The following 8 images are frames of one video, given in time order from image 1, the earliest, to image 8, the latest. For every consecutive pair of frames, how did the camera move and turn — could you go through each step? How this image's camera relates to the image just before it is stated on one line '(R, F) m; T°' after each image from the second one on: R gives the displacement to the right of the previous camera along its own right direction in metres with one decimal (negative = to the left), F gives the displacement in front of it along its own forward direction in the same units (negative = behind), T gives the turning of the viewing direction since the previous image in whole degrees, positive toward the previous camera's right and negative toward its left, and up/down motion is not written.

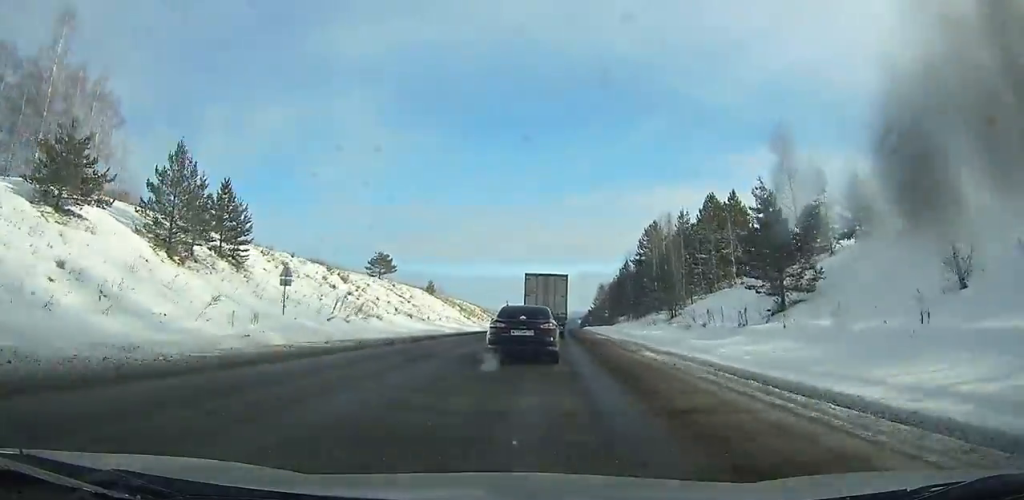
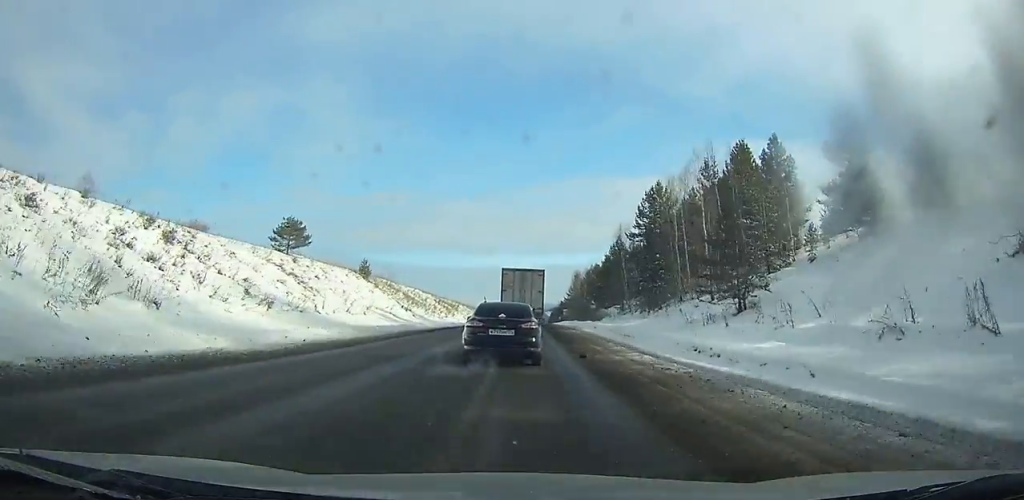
(+0.7, +23.7) m; +2°
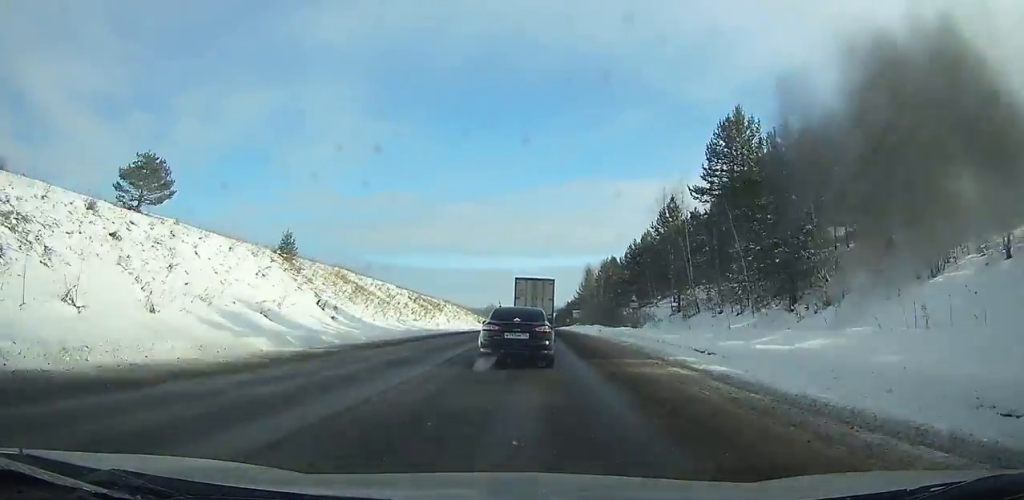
(+0.4, +28.5) m; +1°
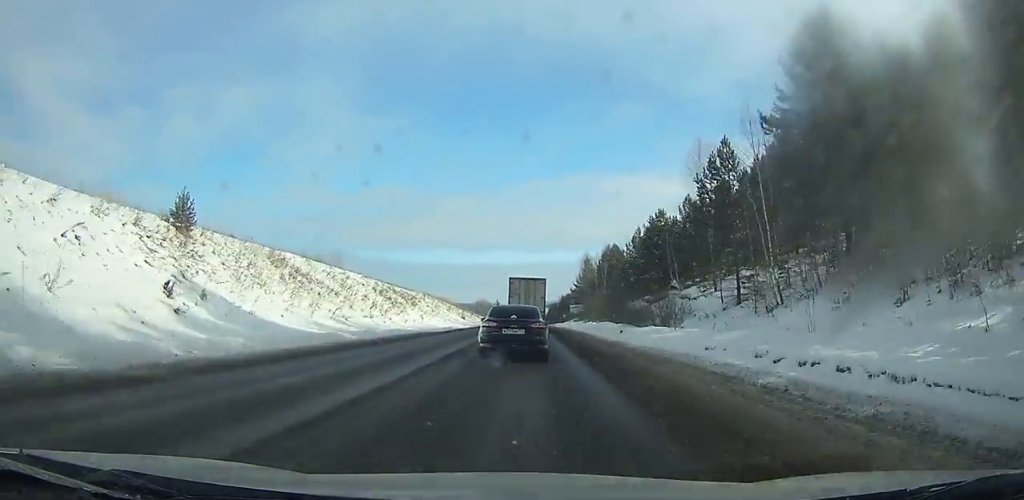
(0.0, +16.7) m; +1°
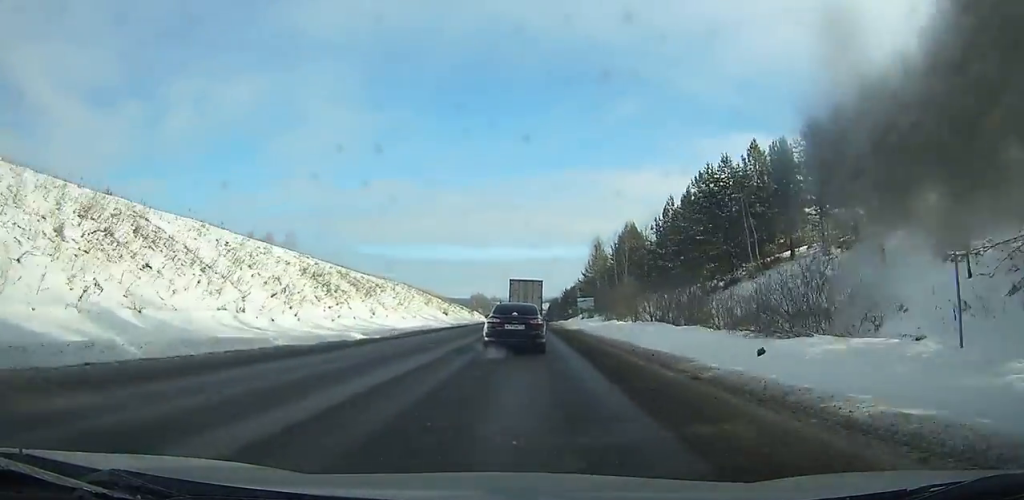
(+0.2, +24.6) m; +1°
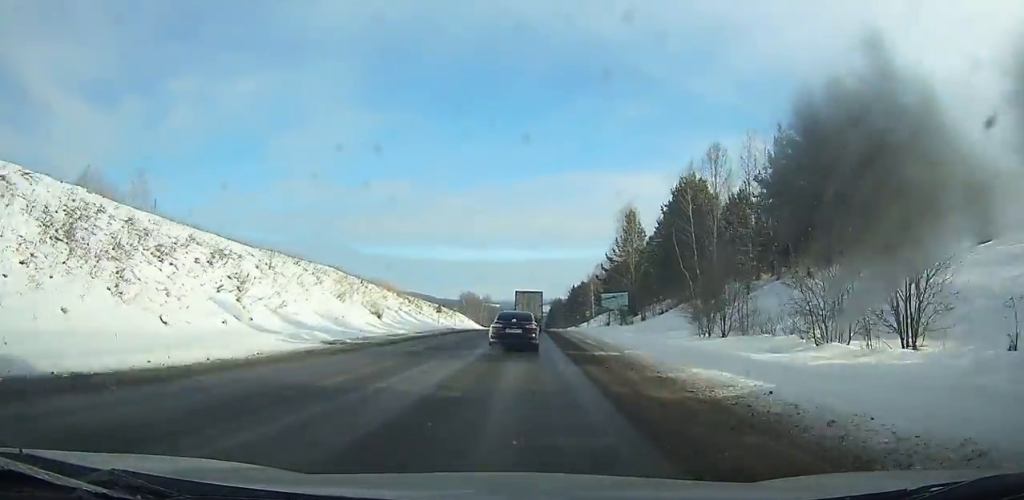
(+0.2, +41.0) m; 0°
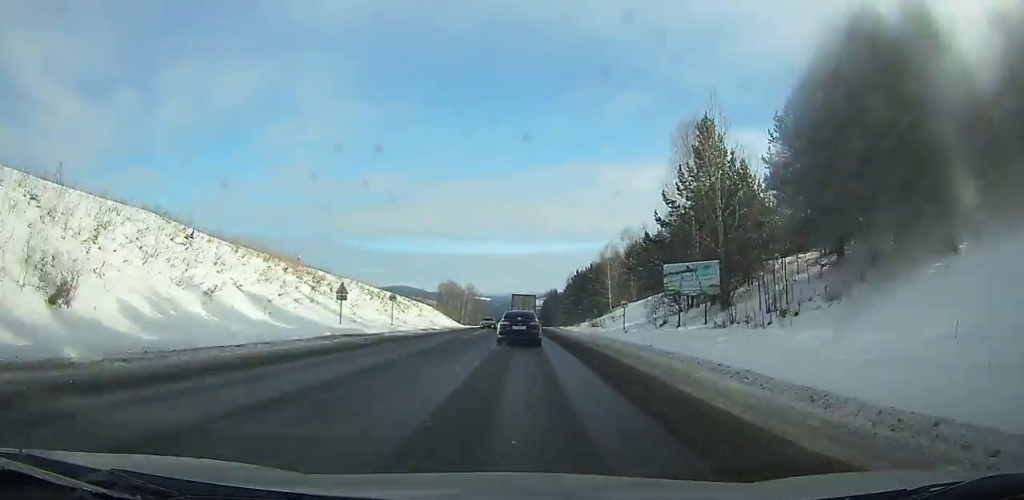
(0.0, +36.0) m; 0°
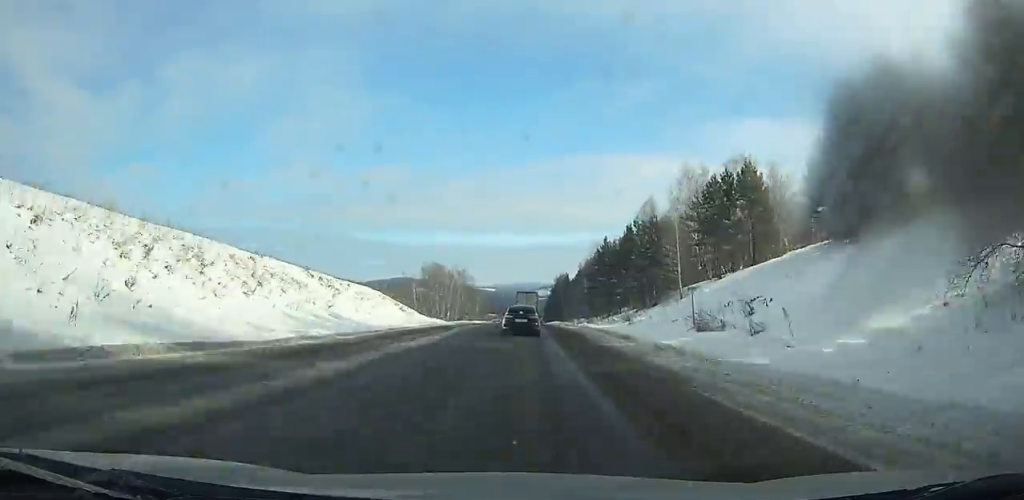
(-0.1, +41.0) m; 0°
